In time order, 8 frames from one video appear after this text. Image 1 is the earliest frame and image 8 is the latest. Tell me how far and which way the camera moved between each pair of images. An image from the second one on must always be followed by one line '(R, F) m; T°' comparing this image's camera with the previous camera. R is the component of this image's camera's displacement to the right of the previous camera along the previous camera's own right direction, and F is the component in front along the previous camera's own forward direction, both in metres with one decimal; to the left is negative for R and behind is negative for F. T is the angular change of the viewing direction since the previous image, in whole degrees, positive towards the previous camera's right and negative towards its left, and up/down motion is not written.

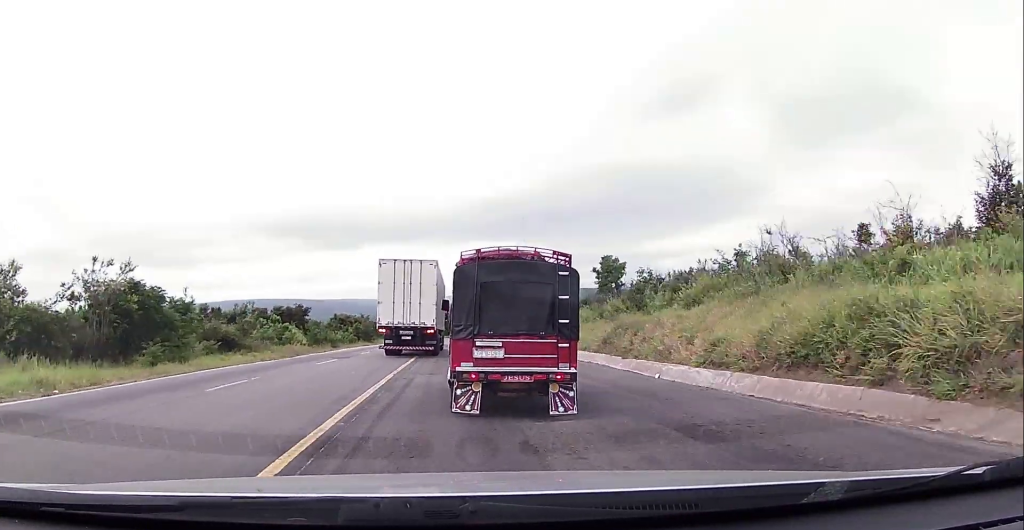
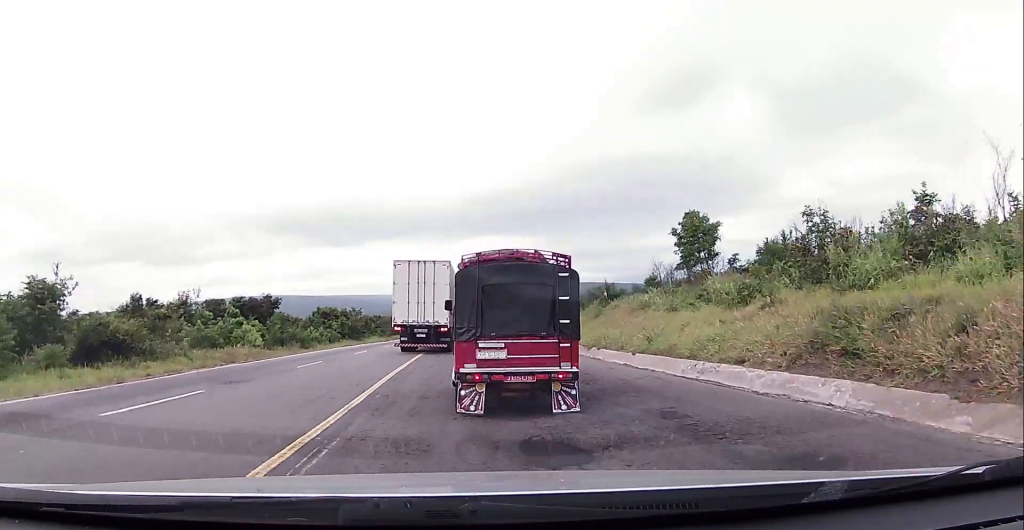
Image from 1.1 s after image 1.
(-0.3, +16.0) m; -1°
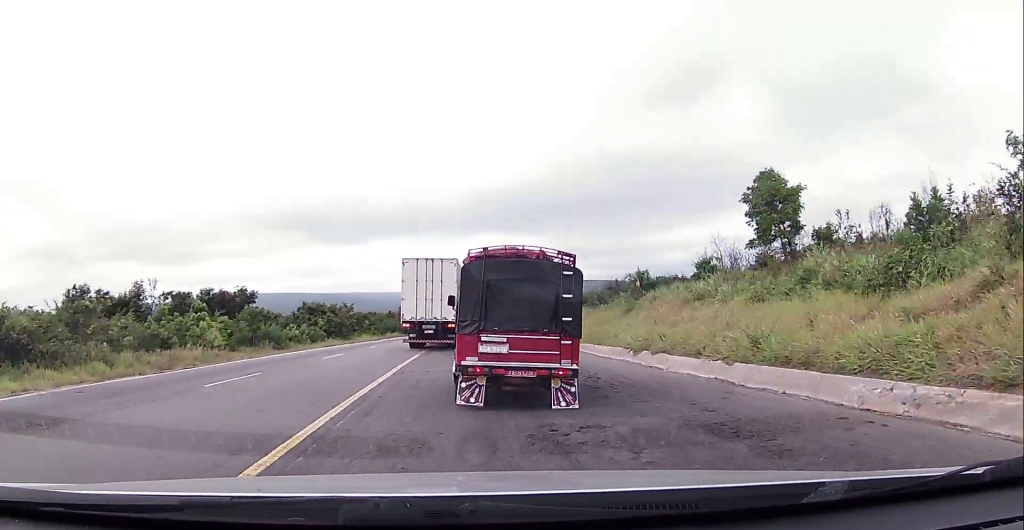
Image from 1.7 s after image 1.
(0.0, +7.9) m; 0°
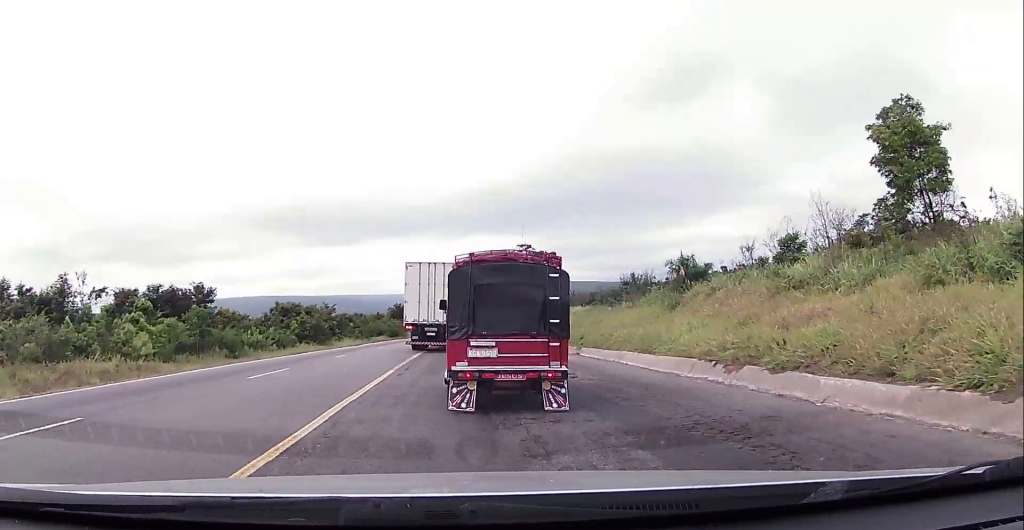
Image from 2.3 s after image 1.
(0.0, +8.3) m; 0°
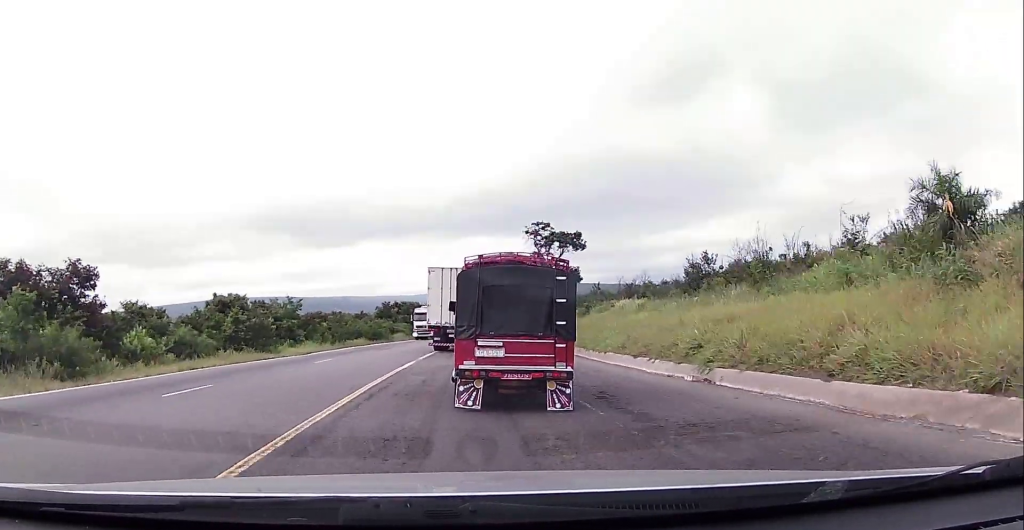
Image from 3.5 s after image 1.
(0.0, +16.8) m; 0°
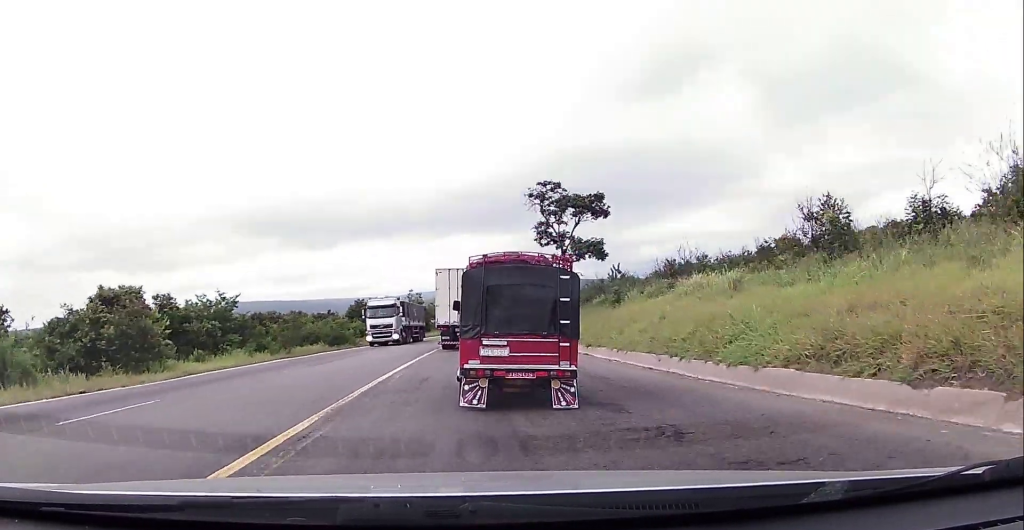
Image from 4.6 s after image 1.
(+0.1, +14.9) m; +1°
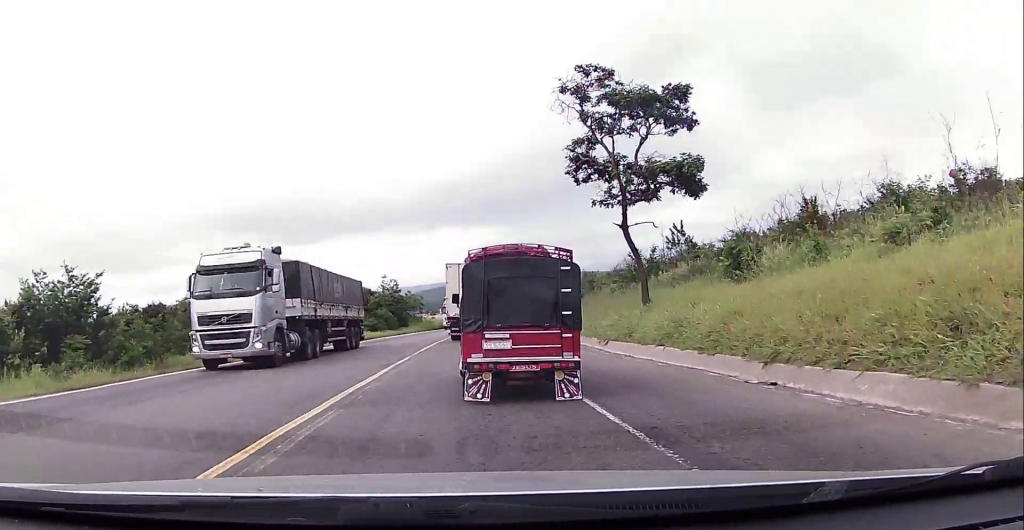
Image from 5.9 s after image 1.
(+0.1, +18.7) m; +2°
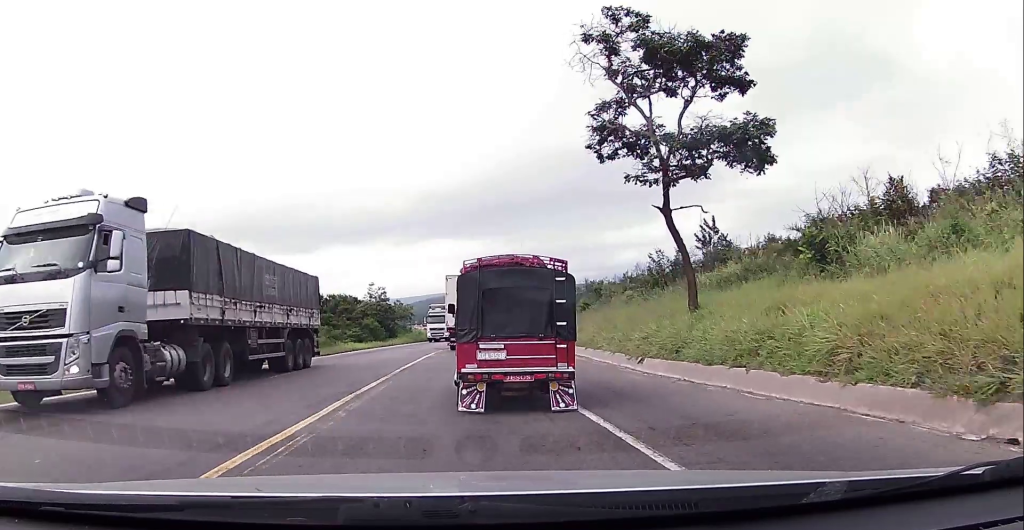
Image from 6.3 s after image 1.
(+0.1, +5.7) m; +1°
